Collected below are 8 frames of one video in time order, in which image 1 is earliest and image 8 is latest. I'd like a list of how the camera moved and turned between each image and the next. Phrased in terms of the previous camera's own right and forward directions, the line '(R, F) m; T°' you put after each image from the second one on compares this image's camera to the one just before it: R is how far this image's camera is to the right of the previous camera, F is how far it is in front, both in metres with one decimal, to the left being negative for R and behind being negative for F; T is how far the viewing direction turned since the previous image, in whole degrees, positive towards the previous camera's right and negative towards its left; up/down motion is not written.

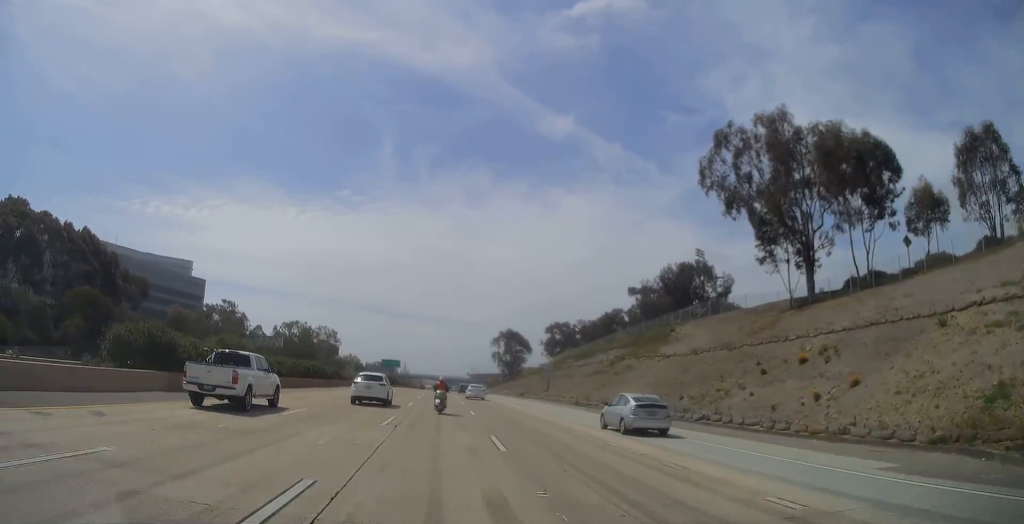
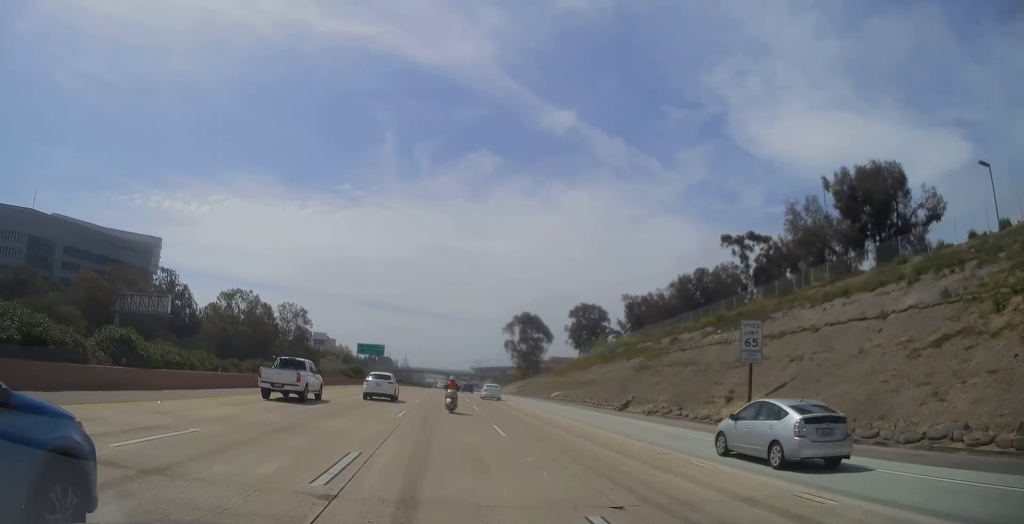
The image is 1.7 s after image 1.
(+0.6, +55.2) m; -1°
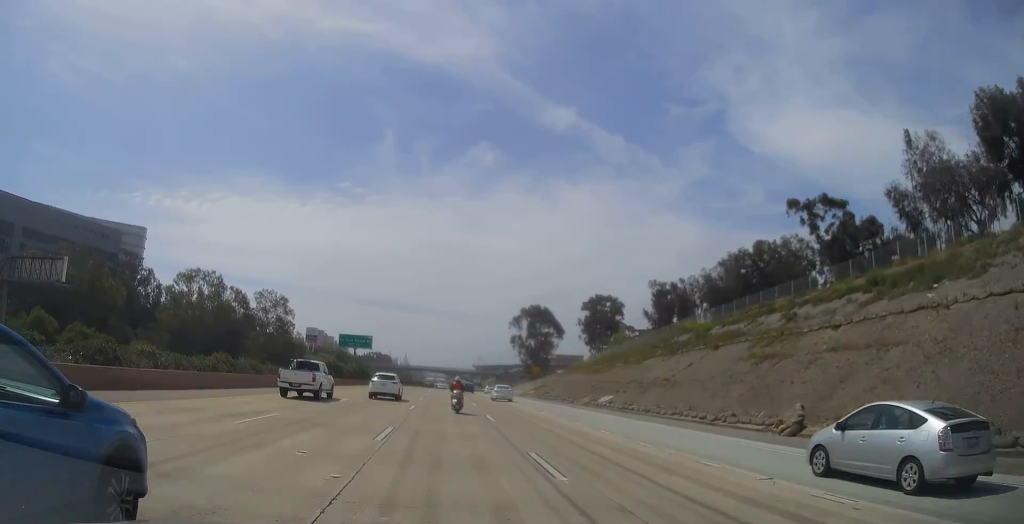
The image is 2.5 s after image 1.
(-0.5, +22.9) m; 0°
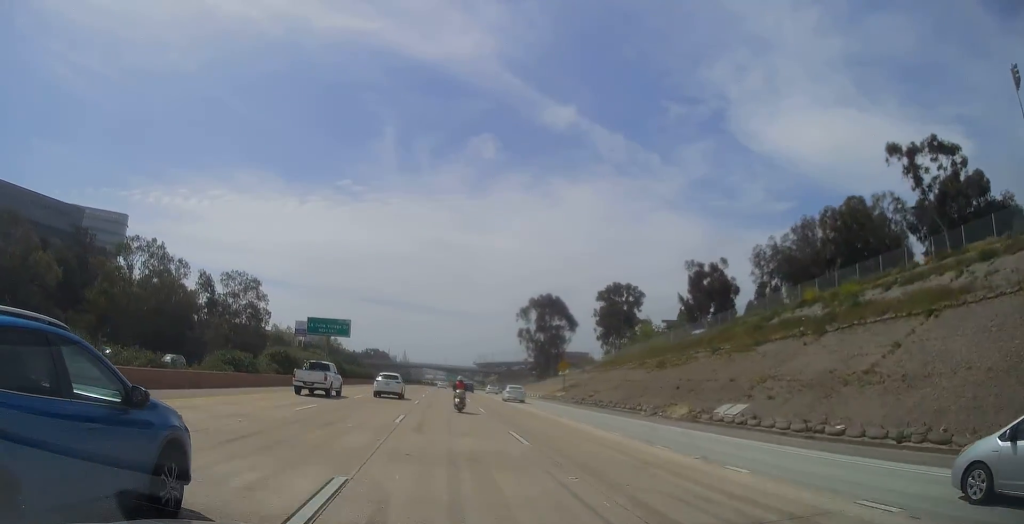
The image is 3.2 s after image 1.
(+0.3, +24.0) m; +1°
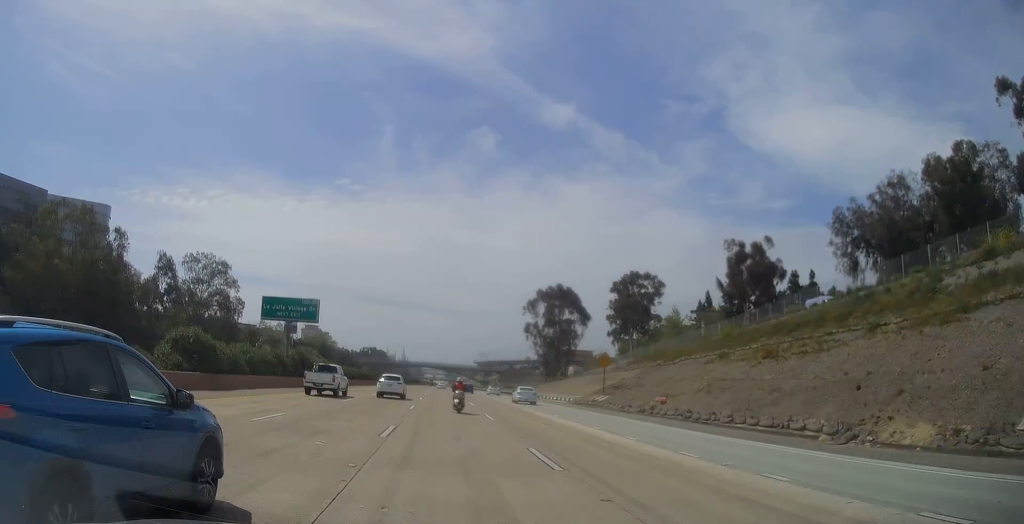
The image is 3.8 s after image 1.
(+0.2, +19.8) m; 0°
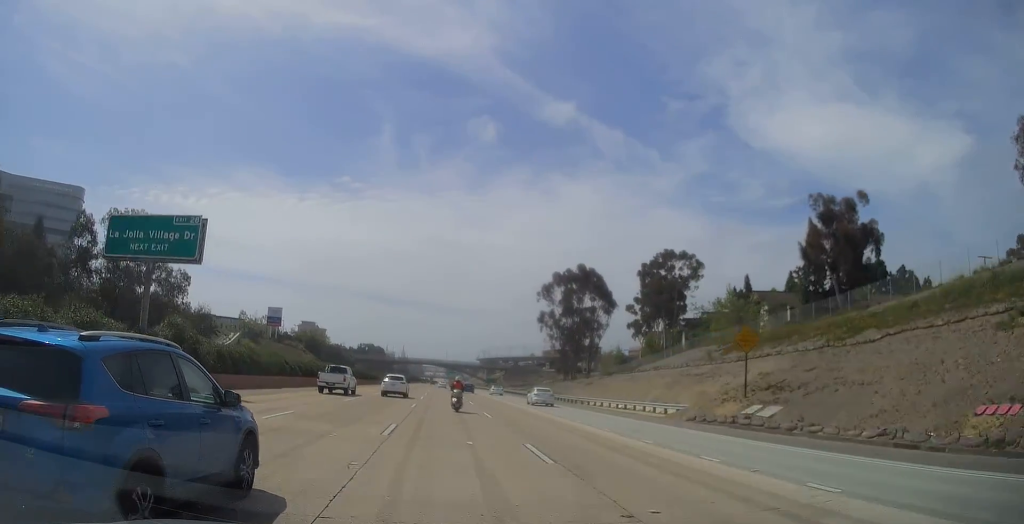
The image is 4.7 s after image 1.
(-0.1, +28.8) m; -1°
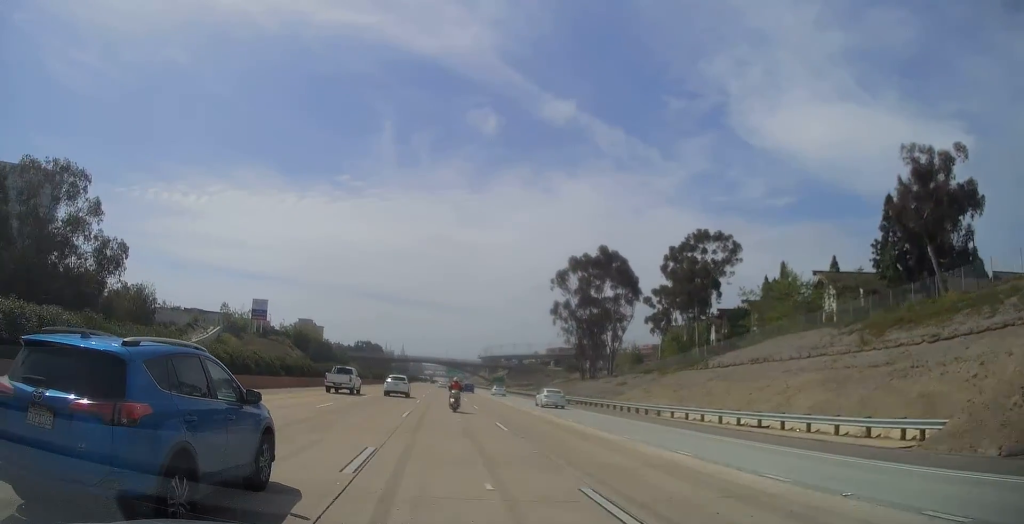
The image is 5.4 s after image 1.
(-0.4, +21.3) m; 0°
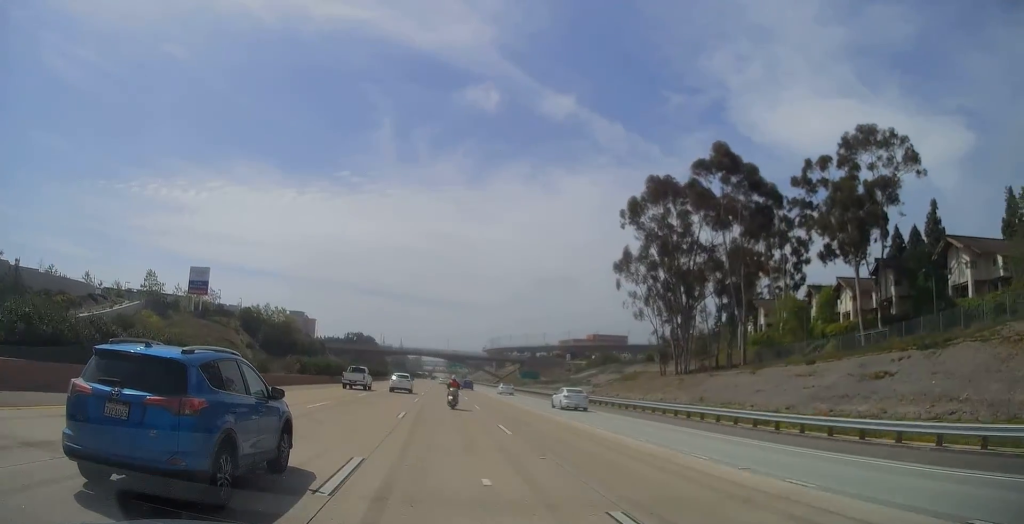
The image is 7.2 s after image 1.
(+1.0, +60.4) m; +1°
